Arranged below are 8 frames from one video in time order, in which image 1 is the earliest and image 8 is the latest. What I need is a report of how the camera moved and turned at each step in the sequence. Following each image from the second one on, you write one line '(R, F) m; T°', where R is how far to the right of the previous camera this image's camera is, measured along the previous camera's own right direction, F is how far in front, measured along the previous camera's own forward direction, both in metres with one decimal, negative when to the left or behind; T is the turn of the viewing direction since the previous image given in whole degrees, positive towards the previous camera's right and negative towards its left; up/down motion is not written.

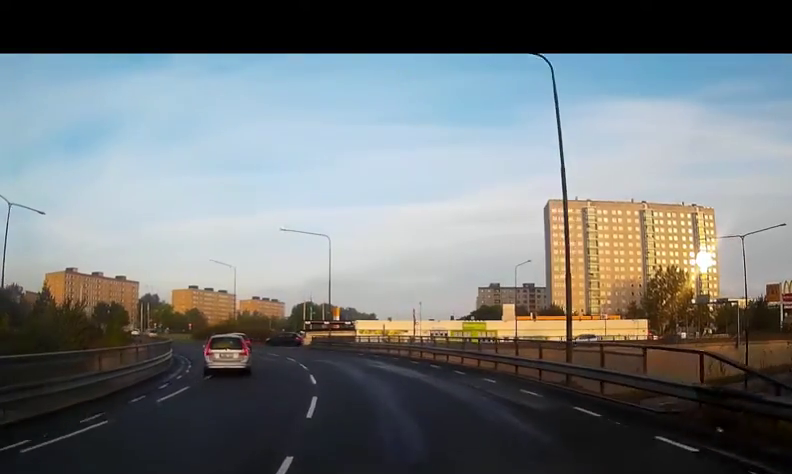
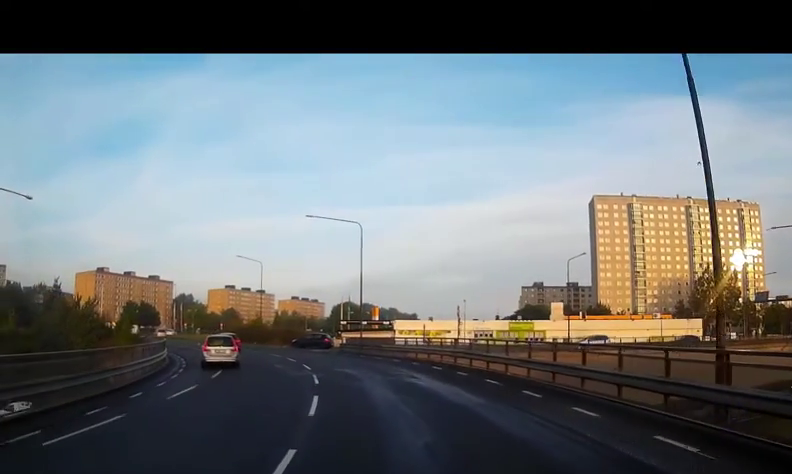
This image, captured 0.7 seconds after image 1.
(-0.2, +5.9) m; -4°
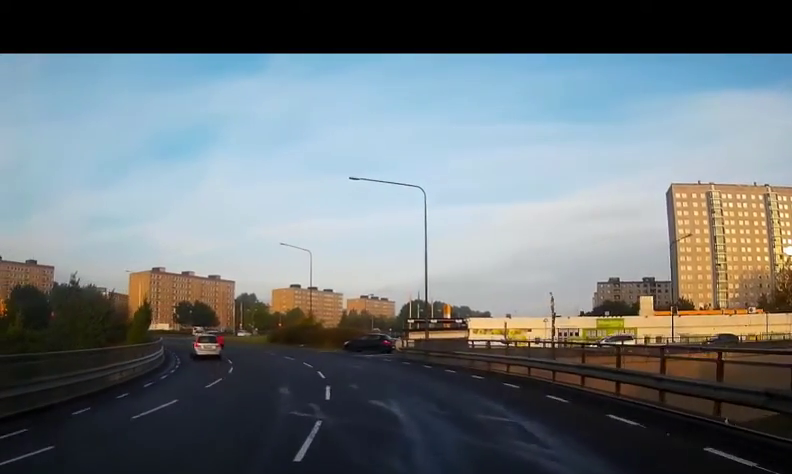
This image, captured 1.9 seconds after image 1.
(-0.5, +10.1) m; -6°
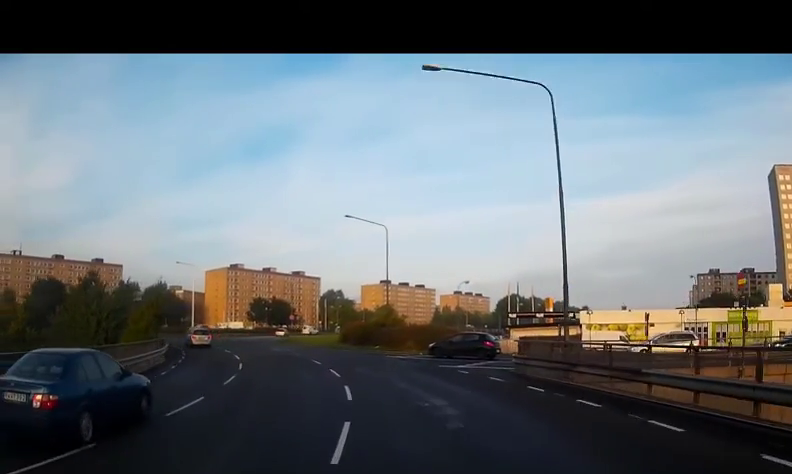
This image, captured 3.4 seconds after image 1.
(-1.3, +12.6) m; -13°
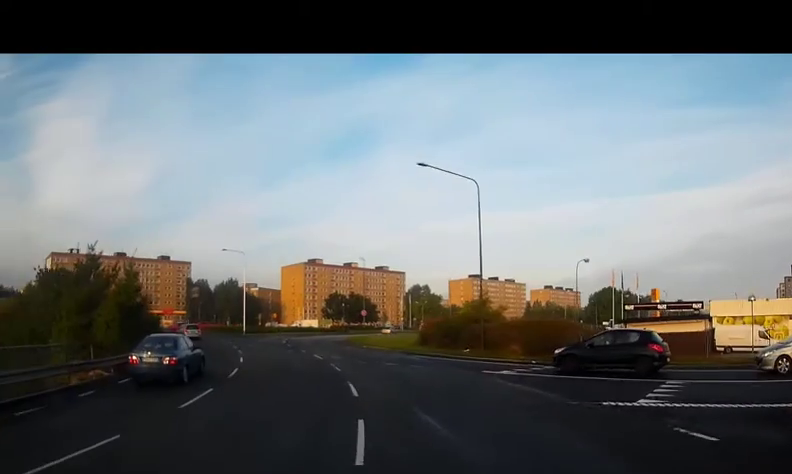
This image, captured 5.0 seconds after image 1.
(-1.5, +12.4) m; -12°
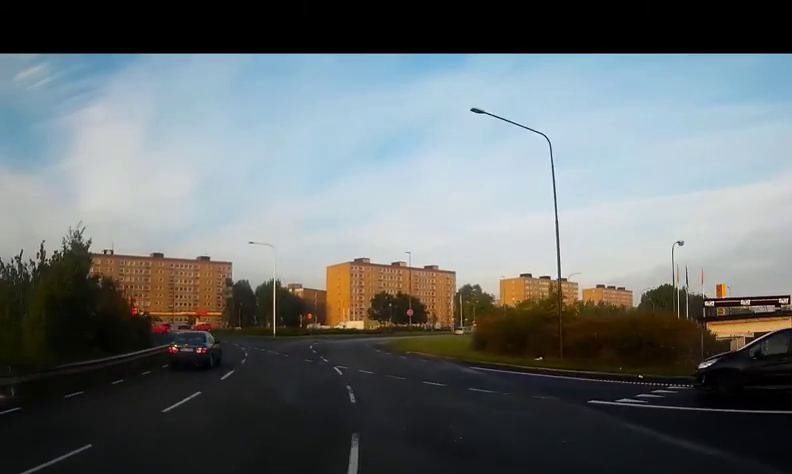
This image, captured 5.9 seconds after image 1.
(-0.4, +7.3) m; -5°
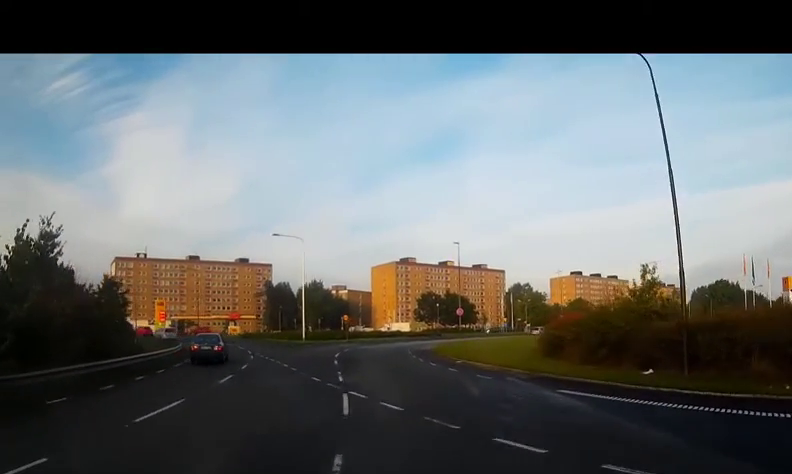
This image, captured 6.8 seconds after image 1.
(-0.1, +7.4) m; -4°
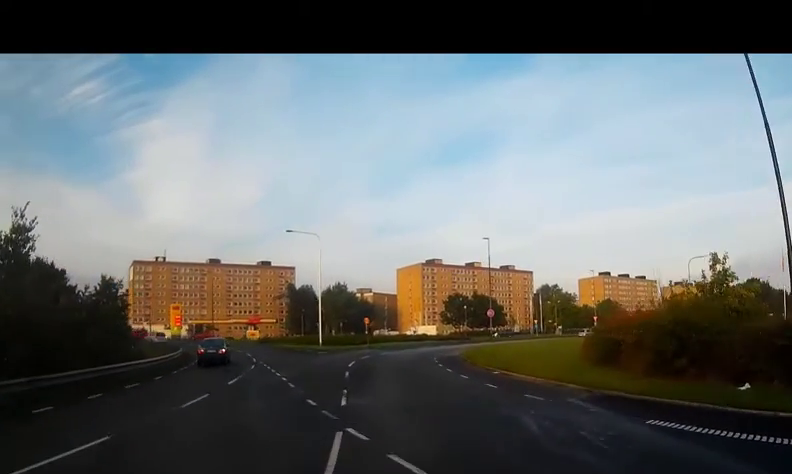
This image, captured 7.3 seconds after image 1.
(-0.1, +4.2) m; -3°
